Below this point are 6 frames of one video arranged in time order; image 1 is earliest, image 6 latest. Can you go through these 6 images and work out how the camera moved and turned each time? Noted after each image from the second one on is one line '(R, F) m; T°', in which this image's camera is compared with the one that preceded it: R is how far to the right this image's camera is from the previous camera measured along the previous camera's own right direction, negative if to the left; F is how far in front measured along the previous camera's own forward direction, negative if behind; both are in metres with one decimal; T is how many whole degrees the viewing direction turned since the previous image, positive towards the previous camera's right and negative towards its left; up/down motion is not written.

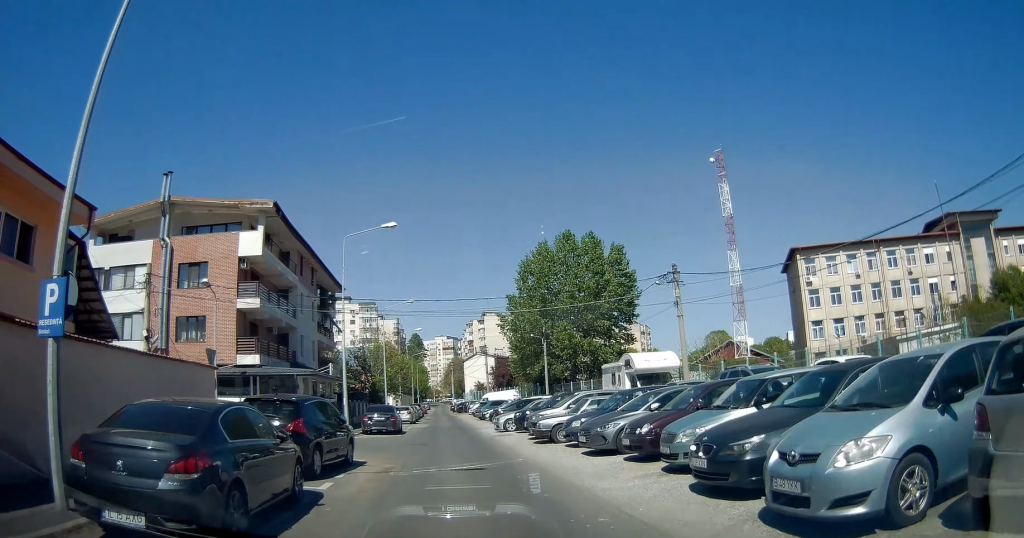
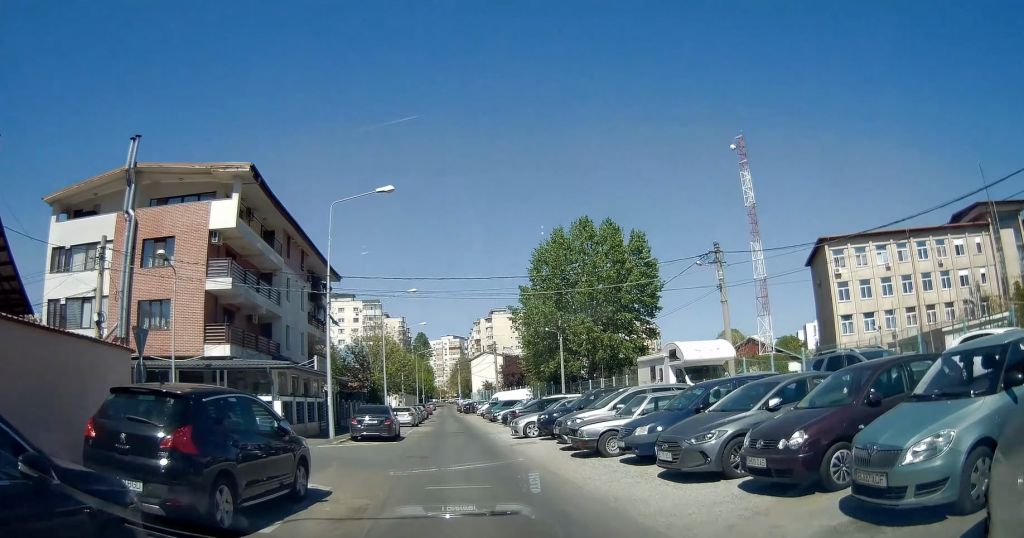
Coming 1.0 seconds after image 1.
(-0.1, +5.2) m; -2°
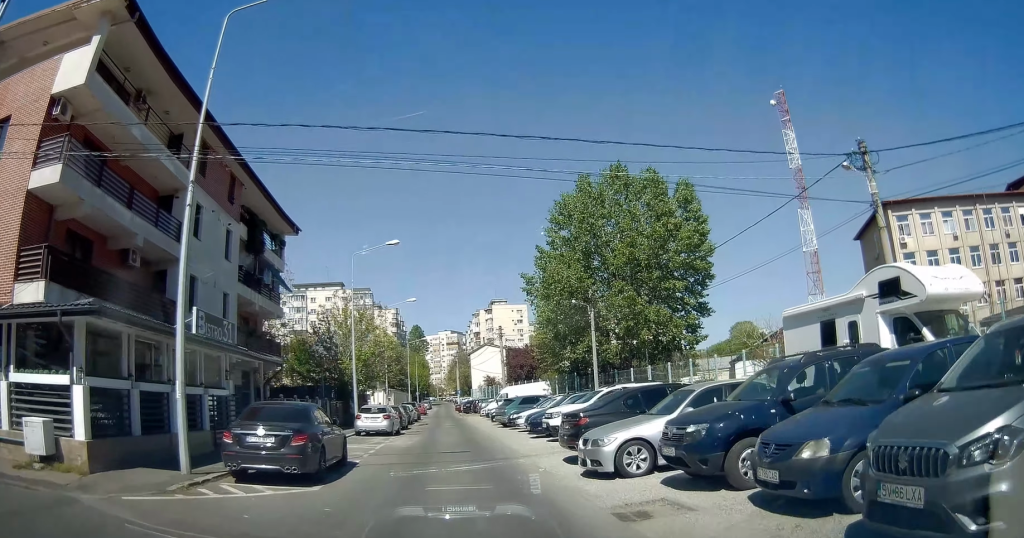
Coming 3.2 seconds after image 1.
(+0.3, +14.0) m; +3°
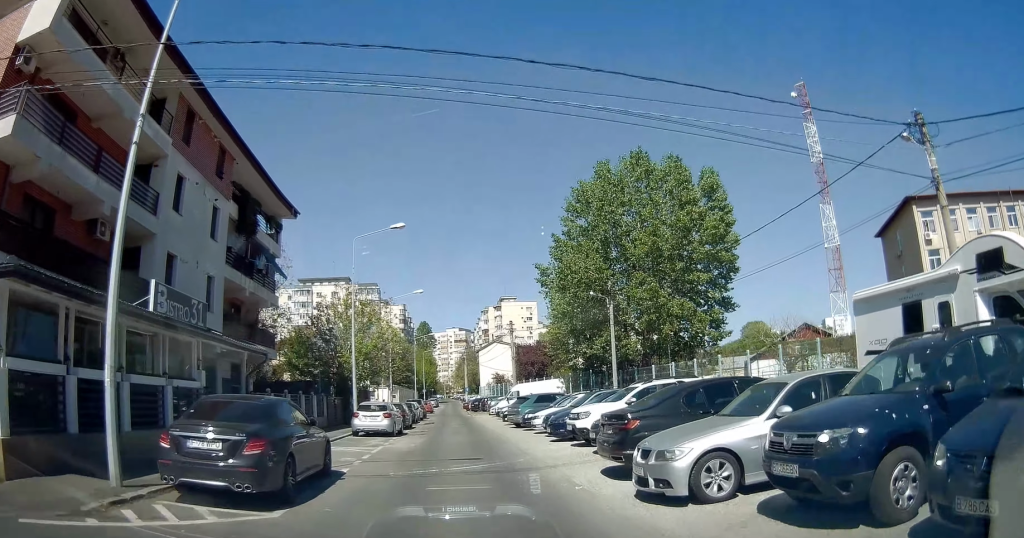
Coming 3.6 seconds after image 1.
(+0.1, +3.1) m; 0°
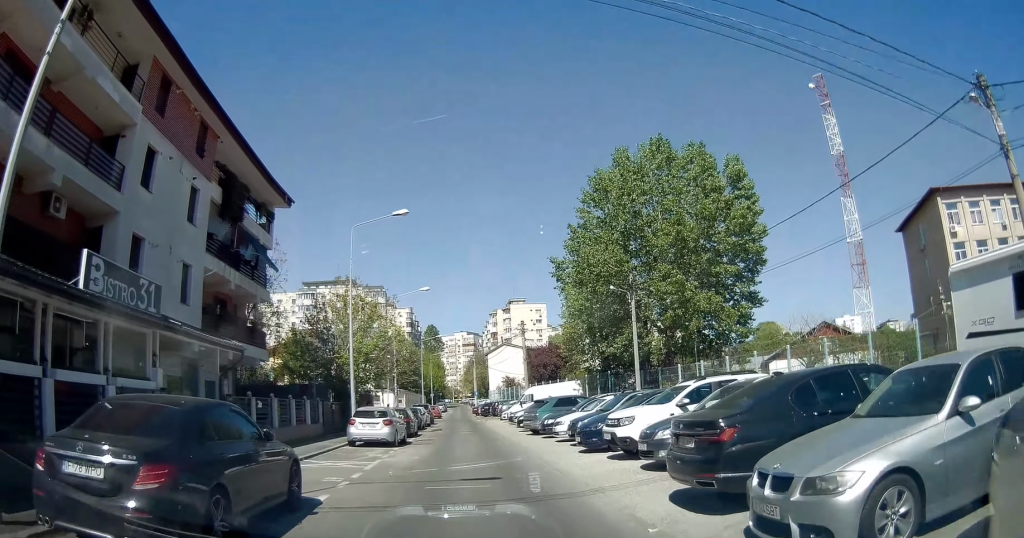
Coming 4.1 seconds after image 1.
(0.0, +3.4) m; -1°
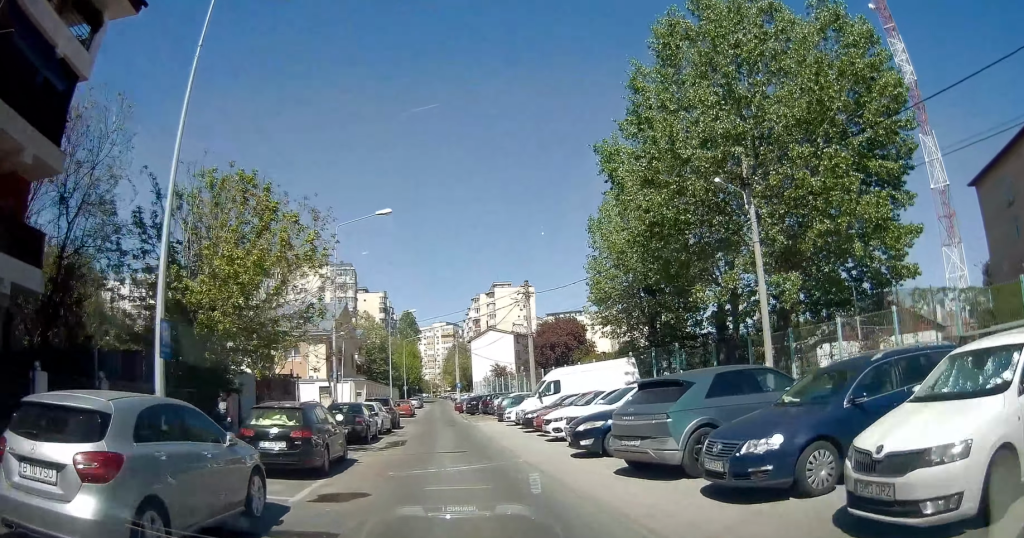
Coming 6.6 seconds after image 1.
(-0.8, +18.9) m; -2°
